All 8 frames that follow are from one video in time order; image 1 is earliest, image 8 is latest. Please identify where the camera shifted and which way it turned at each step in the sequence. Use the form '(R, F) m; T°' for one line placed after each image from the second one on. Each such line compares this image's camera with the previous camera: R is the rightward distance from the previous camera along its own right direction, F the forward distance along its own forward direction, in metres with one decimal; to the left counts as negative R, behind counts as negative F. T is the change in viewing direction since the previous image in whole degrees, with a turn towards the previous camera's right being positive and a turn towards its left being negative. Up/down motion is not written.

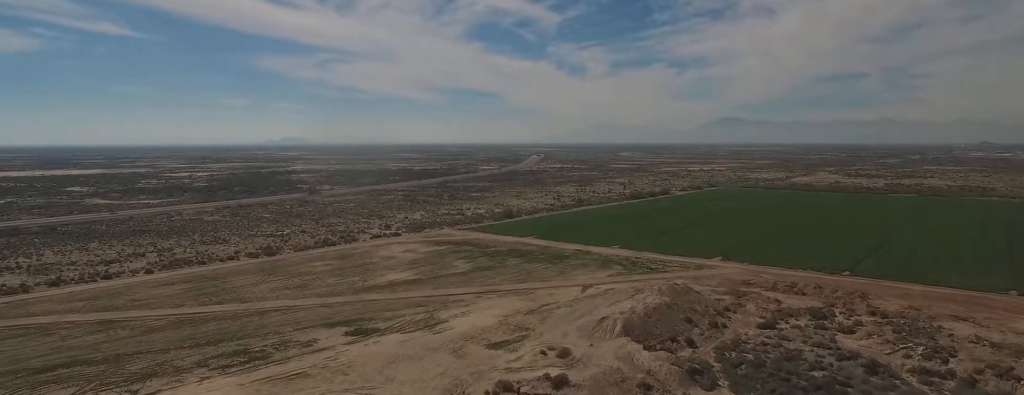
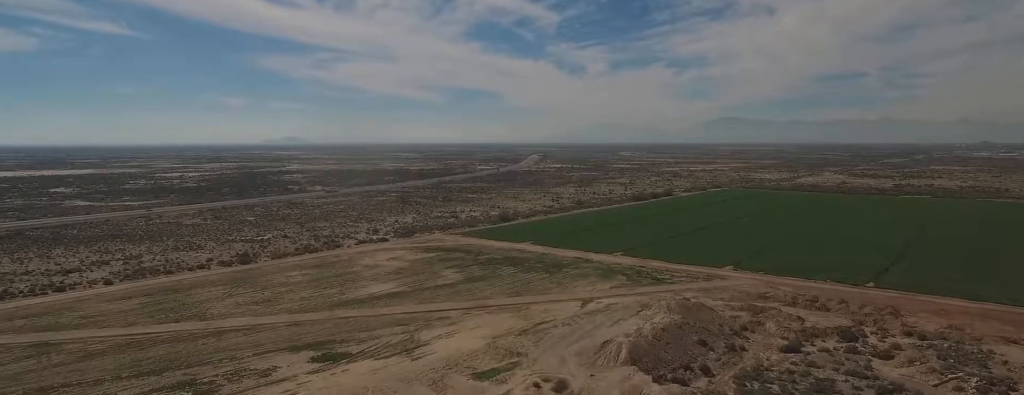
(0.0, +19.2) m; 0°
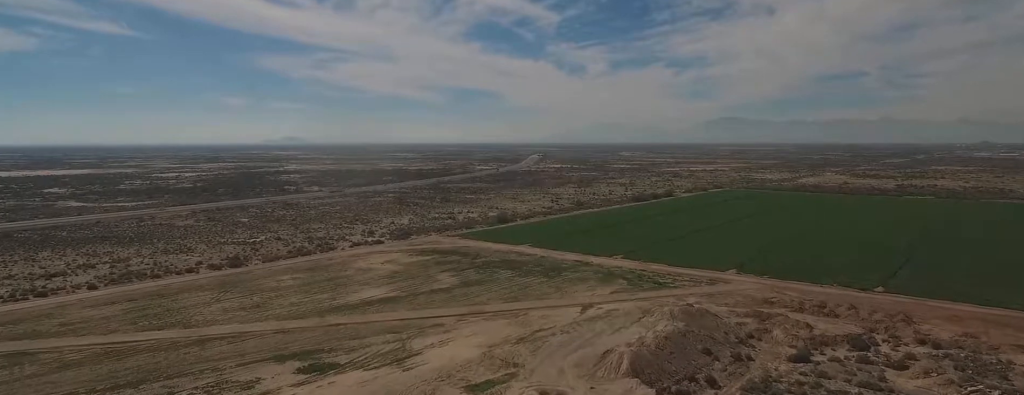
(0.0, +6.5) m; 0°
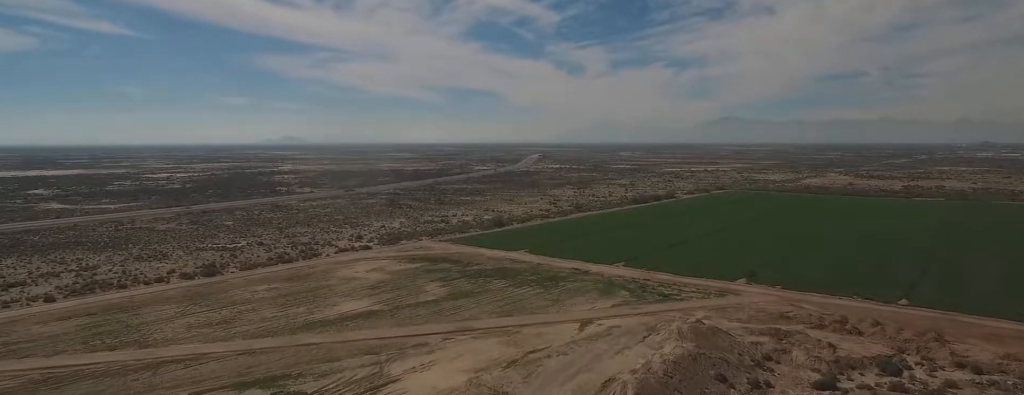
(0.0, +16.5) m; 0°
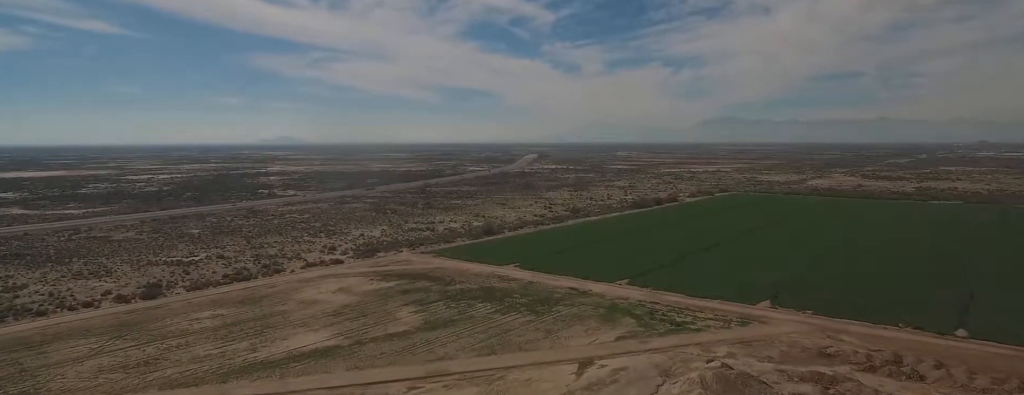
(+0.1, +33.2) m; +1°
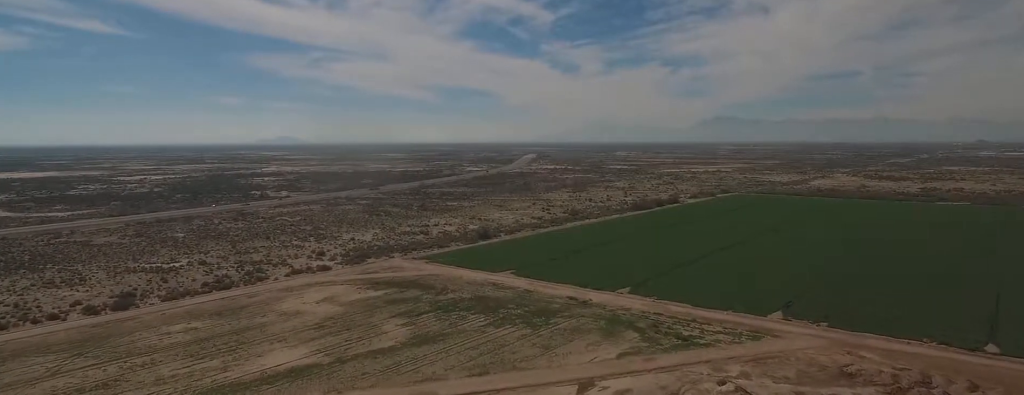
(+0.1, +9.8) m; +1°
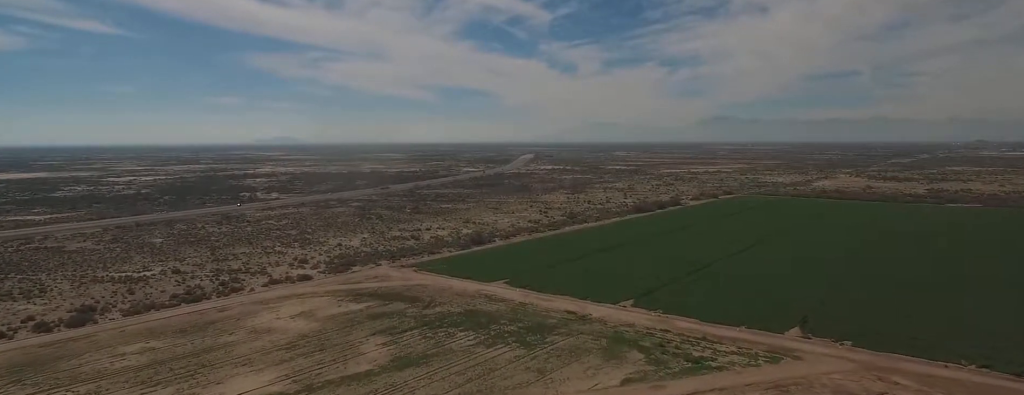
(+0.2, +15.1) m; +1°
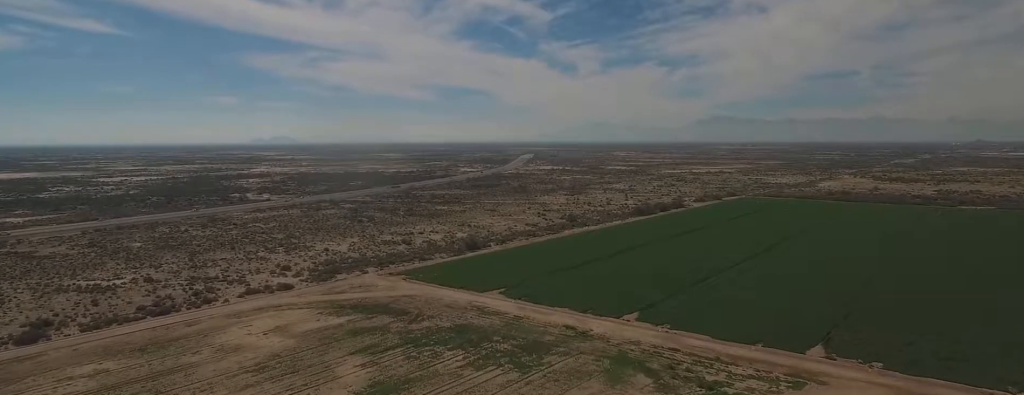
(0.0, +14.9) m; 0°
